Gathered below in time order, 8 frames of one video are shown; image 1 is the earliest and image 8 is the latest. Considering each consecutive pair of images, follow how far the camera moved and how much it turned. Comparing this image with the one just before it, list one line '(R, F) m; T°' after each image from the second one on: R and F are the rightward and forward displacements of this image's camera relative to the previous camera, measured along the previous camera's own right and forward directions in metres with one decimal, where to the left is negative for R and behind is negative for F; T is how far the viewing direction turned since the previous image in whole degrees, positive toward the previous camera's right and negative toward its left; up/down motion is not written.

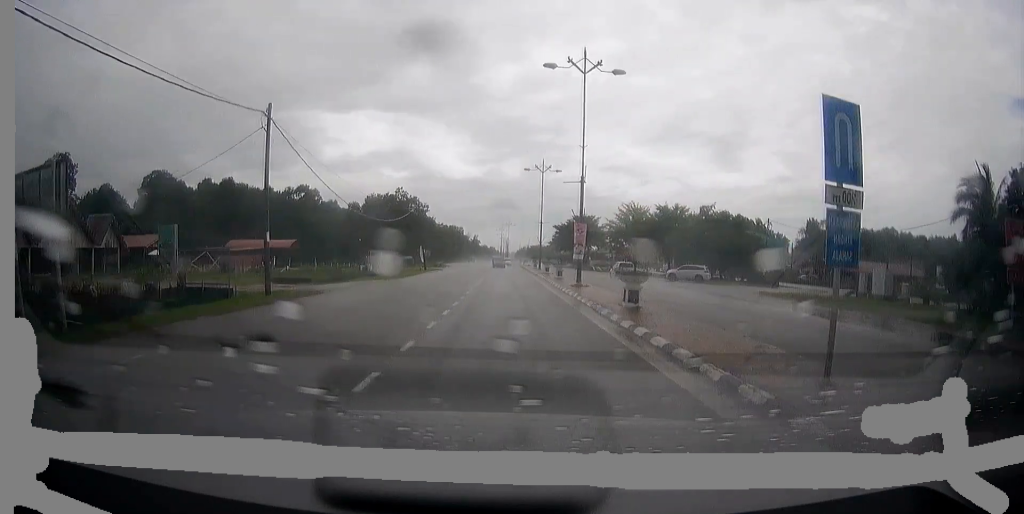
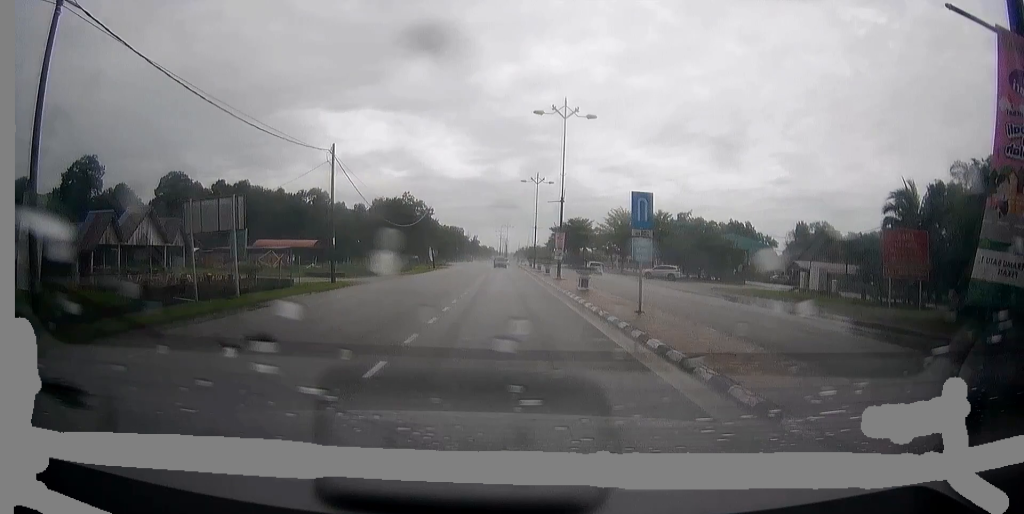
(-0.1, +10.8) m; 0°
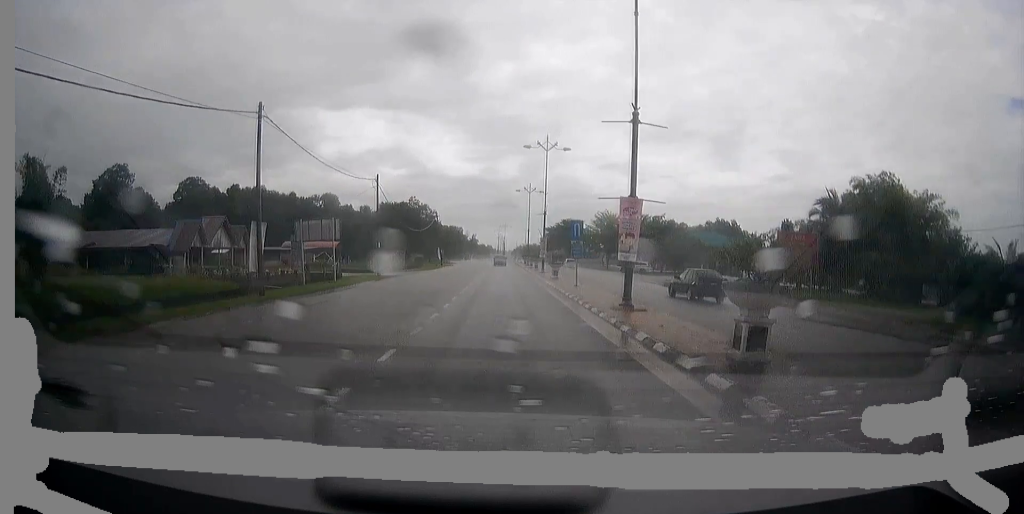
(0.0, +11.6) m; 0°
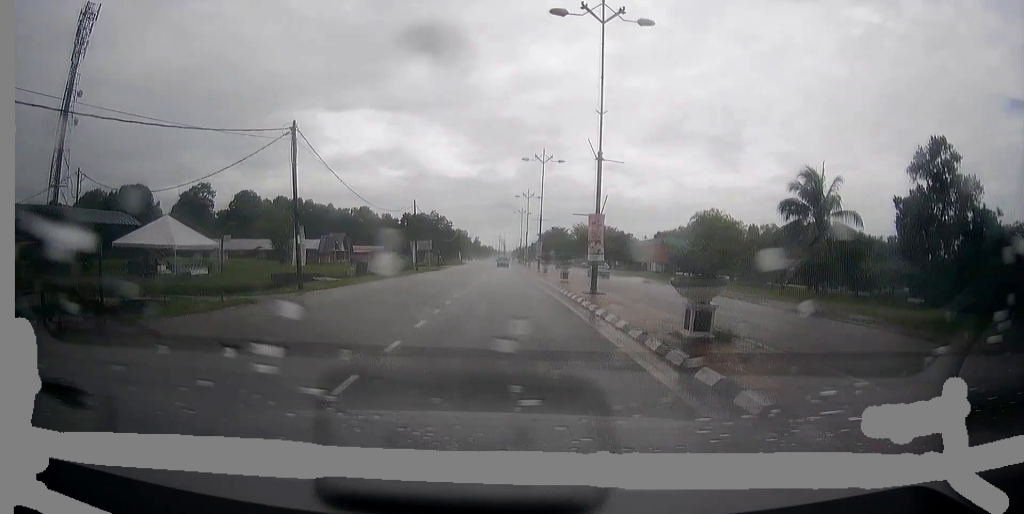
(0.0, +36.4) m; 0°
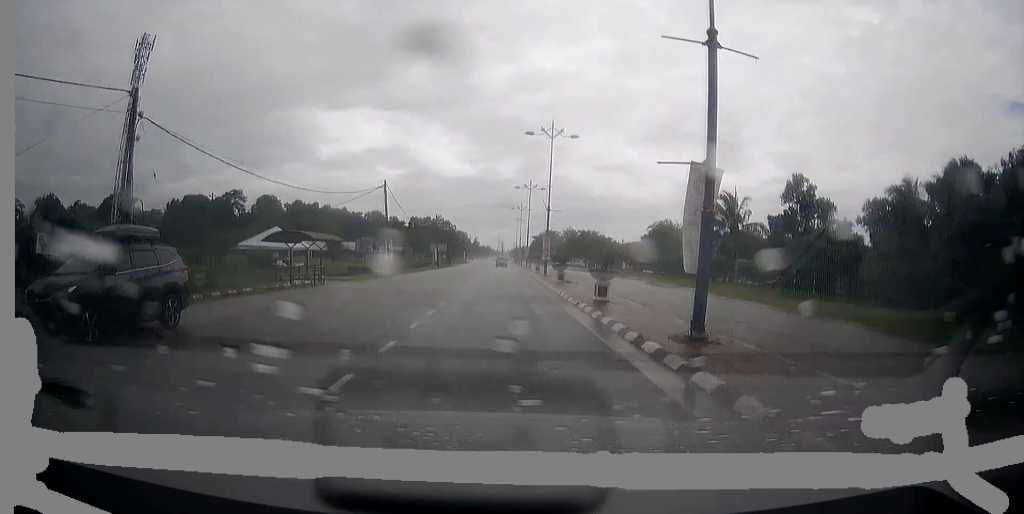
(0.0, +22.2) m; 0°
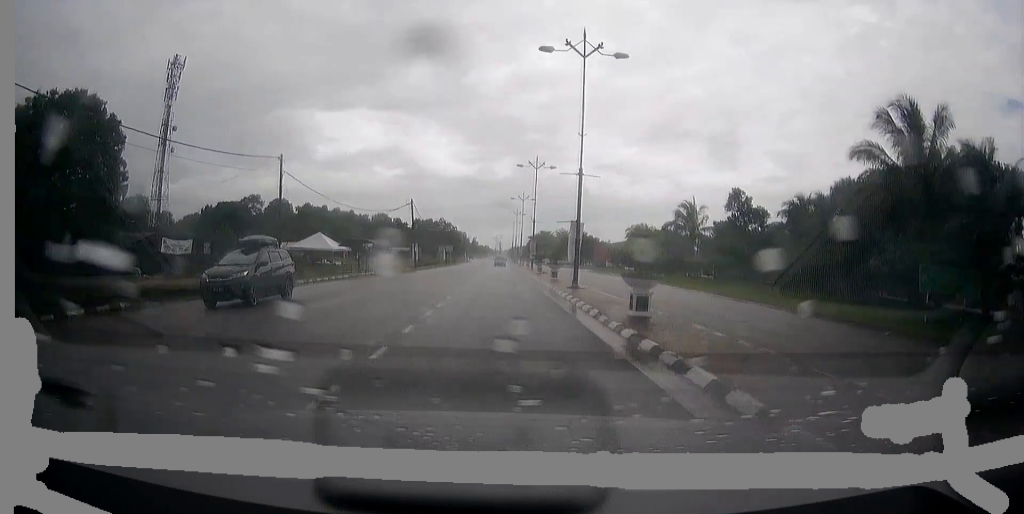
(0.0, +15.4) m; 0°
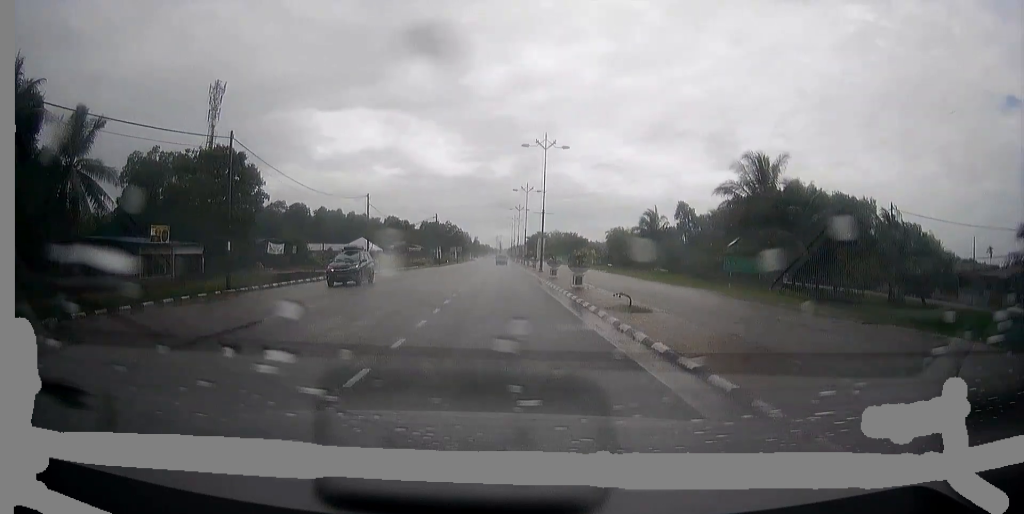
(+0.1, +24.2) m; 0°
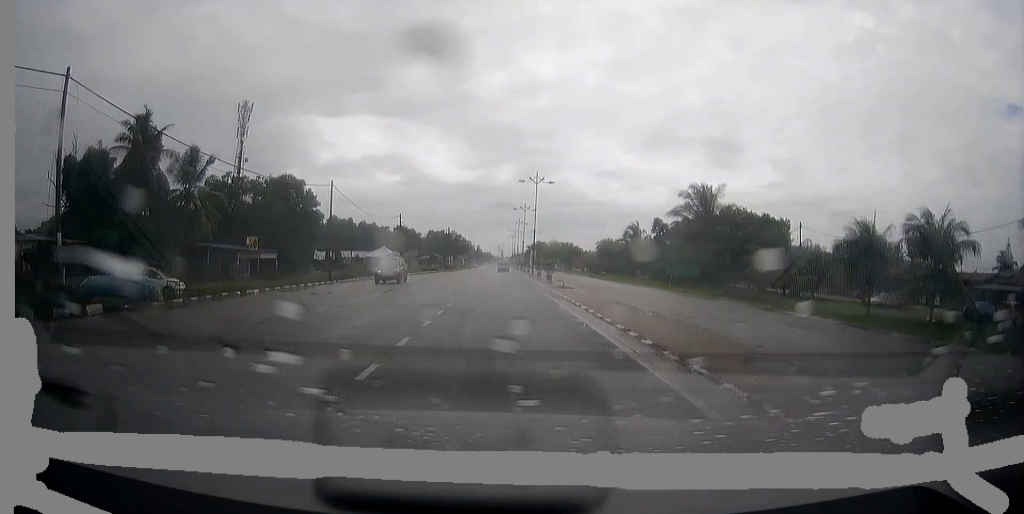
(-0.1, +17.4) m; 0°
